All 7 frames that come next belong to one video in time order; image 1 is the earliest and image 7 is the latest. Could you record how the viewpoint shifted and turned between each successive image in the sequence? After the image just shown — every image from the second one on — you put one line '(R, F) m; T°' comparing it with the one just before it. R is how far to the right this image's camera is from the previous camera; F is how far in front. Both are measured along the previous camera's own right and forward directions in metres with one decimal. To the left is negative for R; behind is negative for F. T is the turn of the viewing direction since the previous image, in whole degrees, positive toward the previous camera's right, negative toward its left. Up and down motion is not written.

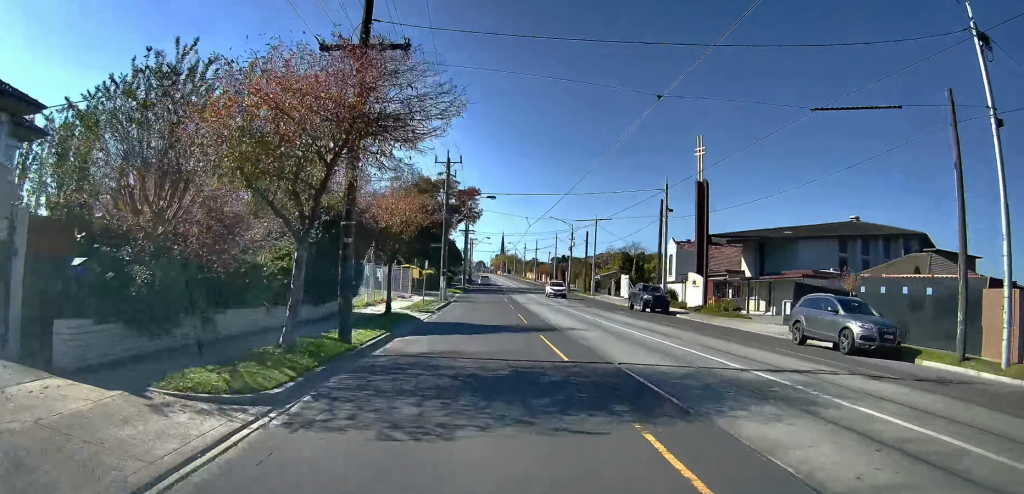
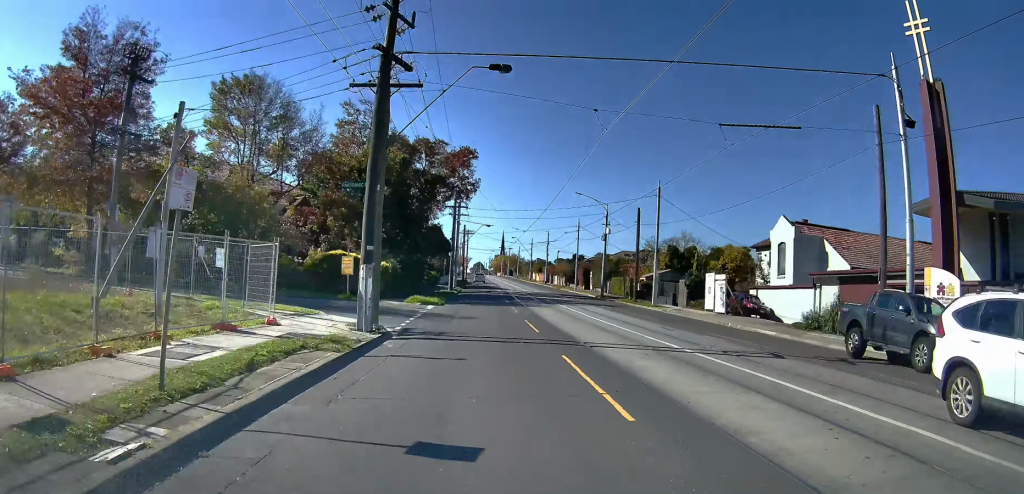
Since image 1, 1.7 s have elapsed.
(-1.0, +28.7) m; -1°
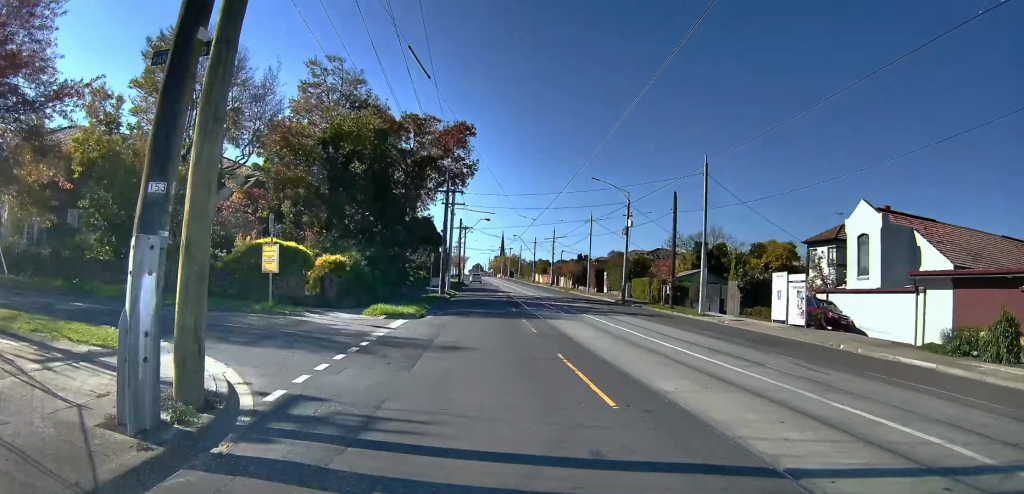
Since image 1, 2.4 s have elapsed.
(+0.2, +11.0) m; 0°
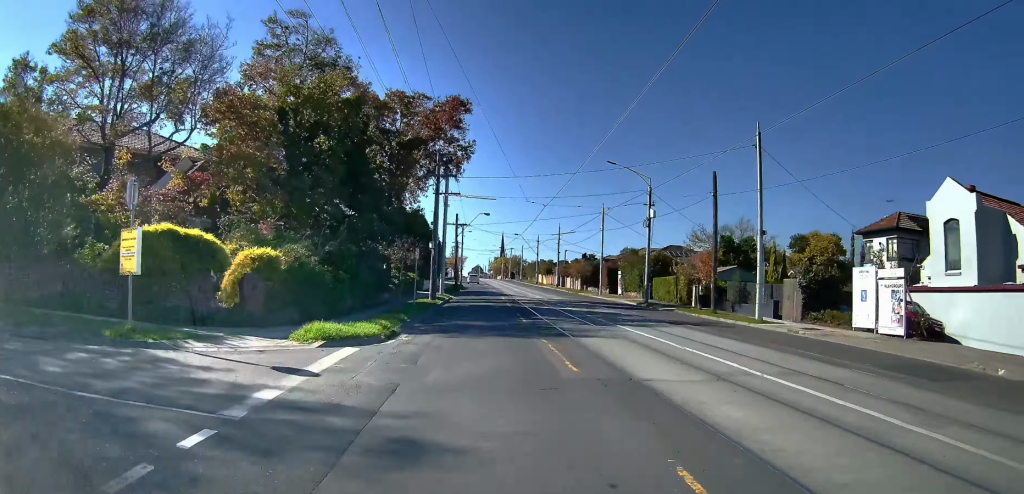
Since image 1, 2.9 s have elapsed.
(+0.2, +8.3) m; 0°
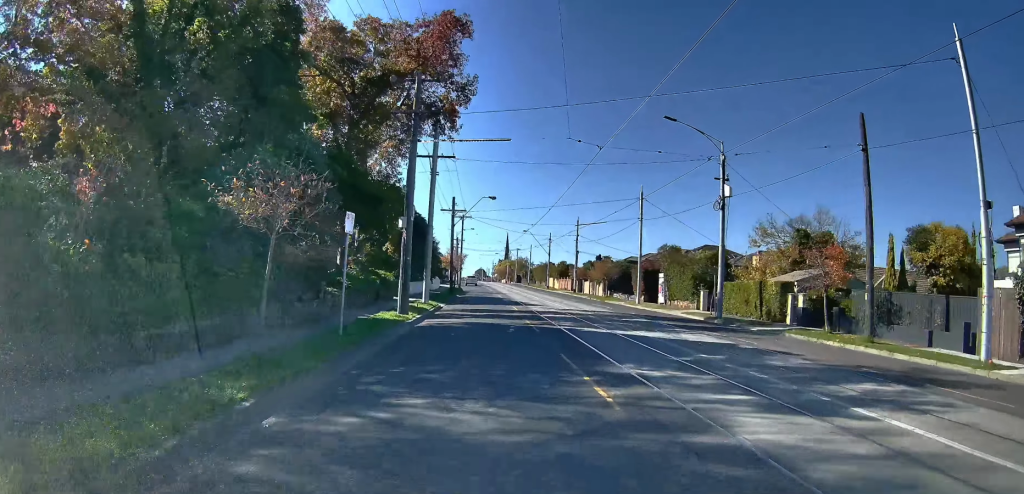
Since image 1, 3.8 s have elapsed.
(-0.4, +15.5) m; 0°
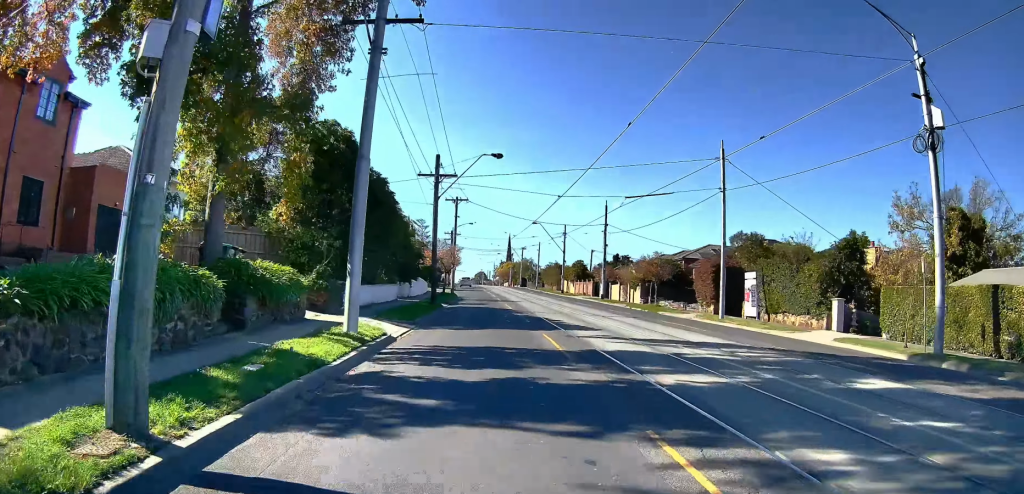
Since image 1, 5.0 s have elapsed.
(+0.6, +19.1) m; 0°
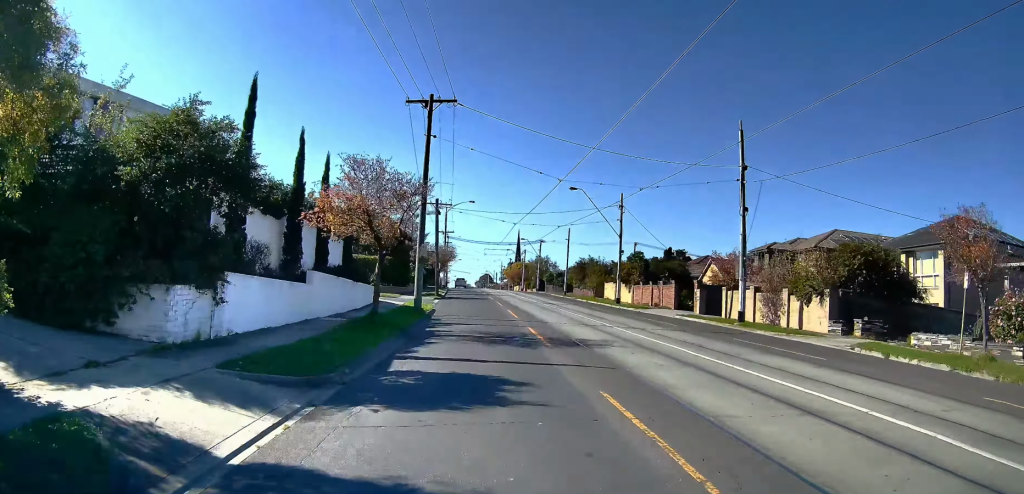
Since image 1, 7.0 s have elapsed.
(-2.4, +33.4) m; -5°
